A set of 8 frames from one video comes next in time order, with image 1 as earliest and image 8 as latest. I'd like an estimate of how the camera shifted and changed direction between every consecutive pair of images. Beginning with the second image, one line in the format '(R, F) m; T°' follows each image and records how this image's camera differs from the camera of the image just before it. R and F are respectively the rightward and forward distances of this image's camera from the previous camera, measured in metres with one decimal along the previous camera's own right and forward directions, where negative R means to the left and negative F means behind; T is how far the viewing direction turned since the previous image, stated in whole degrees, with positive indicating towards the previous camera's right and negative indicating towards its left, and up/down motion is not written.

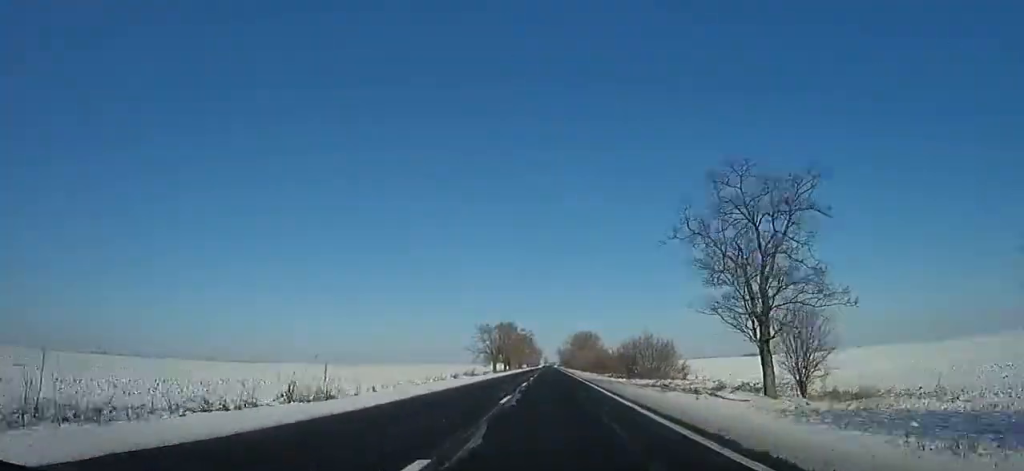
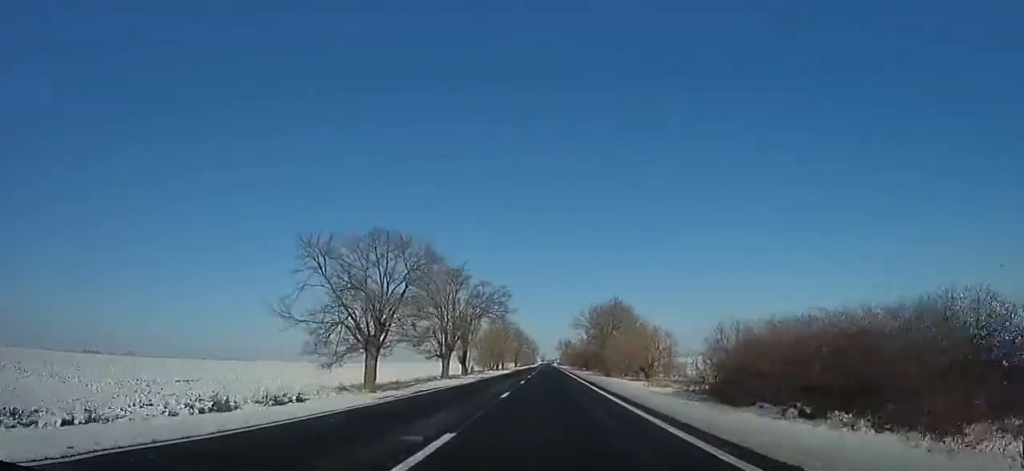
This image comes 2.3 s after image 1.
(+0.6, +57.6) m; +1°
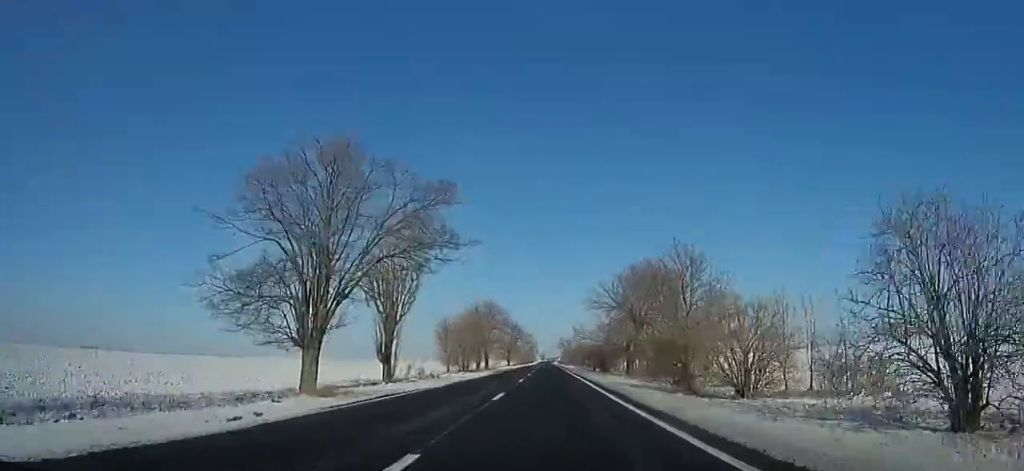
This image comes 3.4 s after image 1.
(+0.6, +26.2) m; 0°
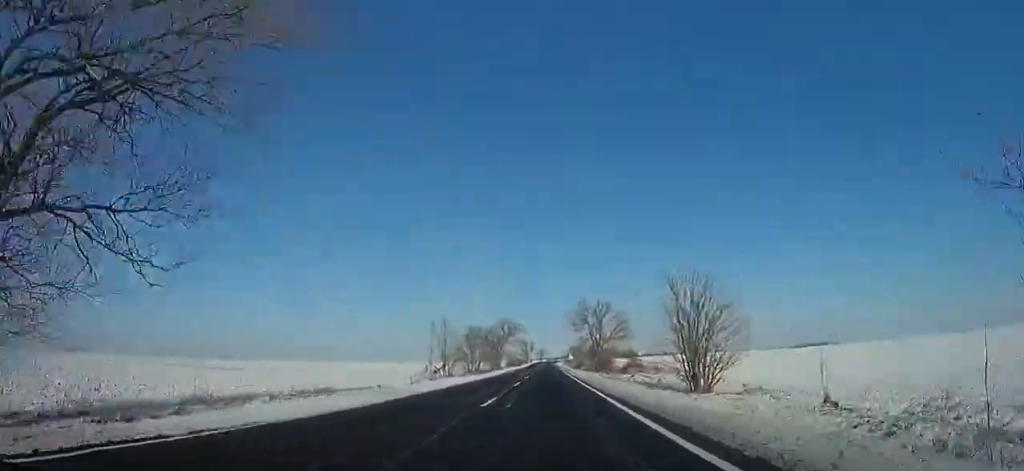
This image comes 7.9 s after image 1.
(-2.5, +109.4) m; -1°
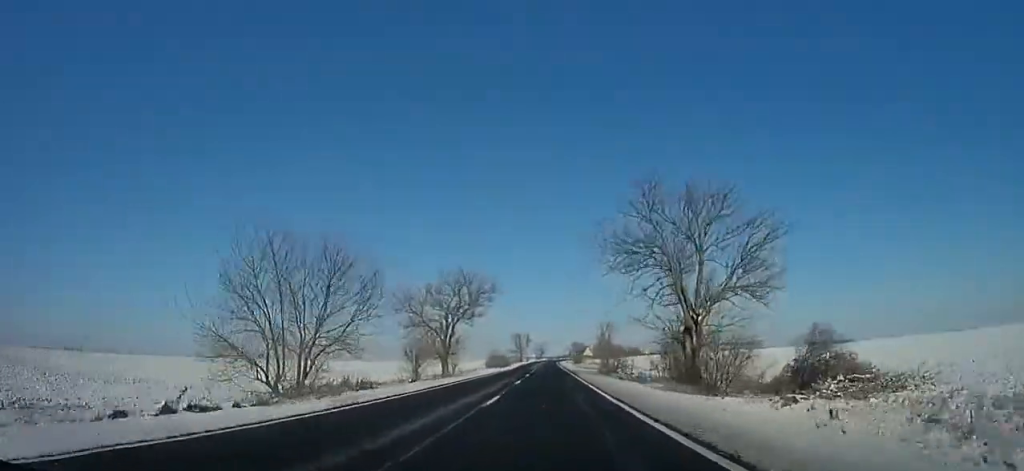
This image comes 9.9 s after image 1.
(+0.2, +47.5) m; +1°
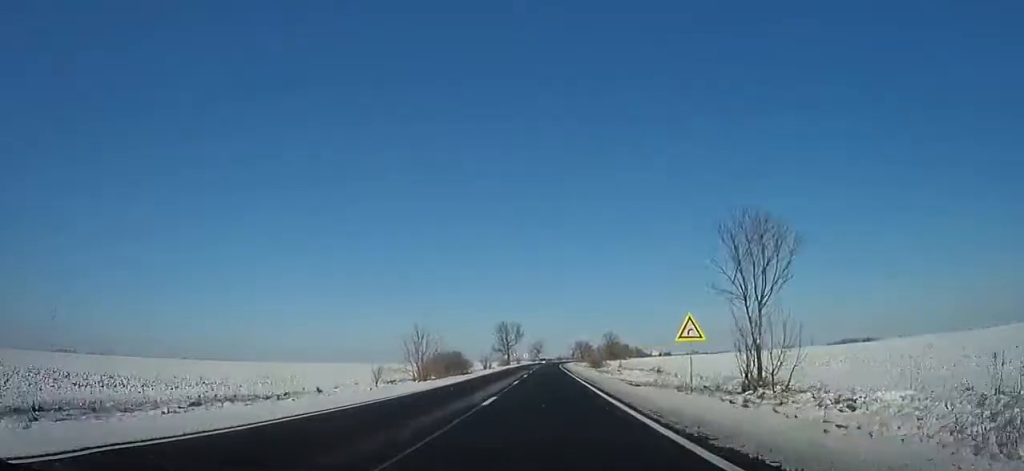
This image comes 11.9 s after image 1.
(+0.5, +48.0) m; 0°
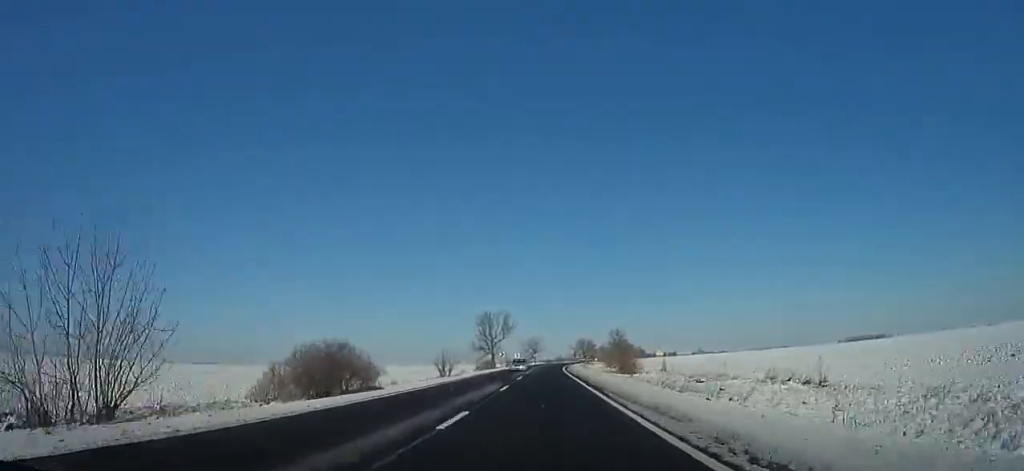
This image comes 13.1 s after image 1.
(-0.5, +28.5) m; -1°
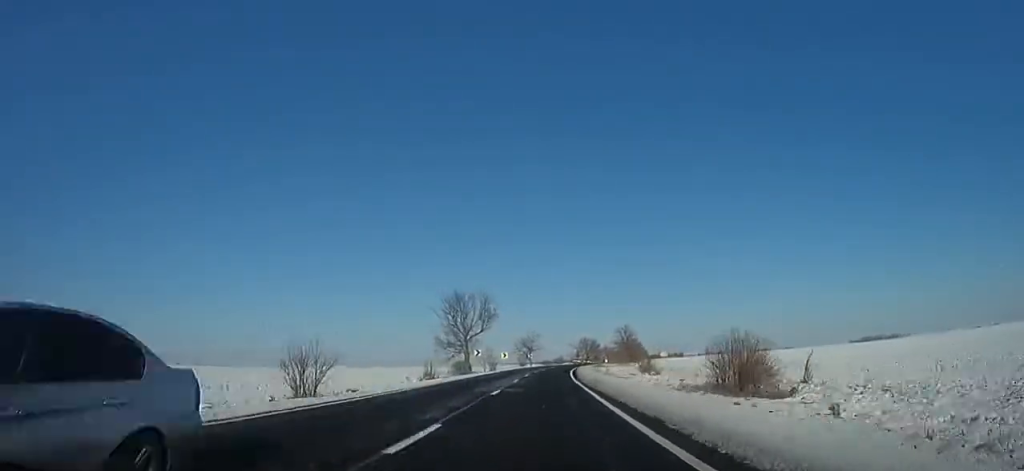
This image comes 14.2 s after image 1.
(-0.1, +26.0) m; +1°
